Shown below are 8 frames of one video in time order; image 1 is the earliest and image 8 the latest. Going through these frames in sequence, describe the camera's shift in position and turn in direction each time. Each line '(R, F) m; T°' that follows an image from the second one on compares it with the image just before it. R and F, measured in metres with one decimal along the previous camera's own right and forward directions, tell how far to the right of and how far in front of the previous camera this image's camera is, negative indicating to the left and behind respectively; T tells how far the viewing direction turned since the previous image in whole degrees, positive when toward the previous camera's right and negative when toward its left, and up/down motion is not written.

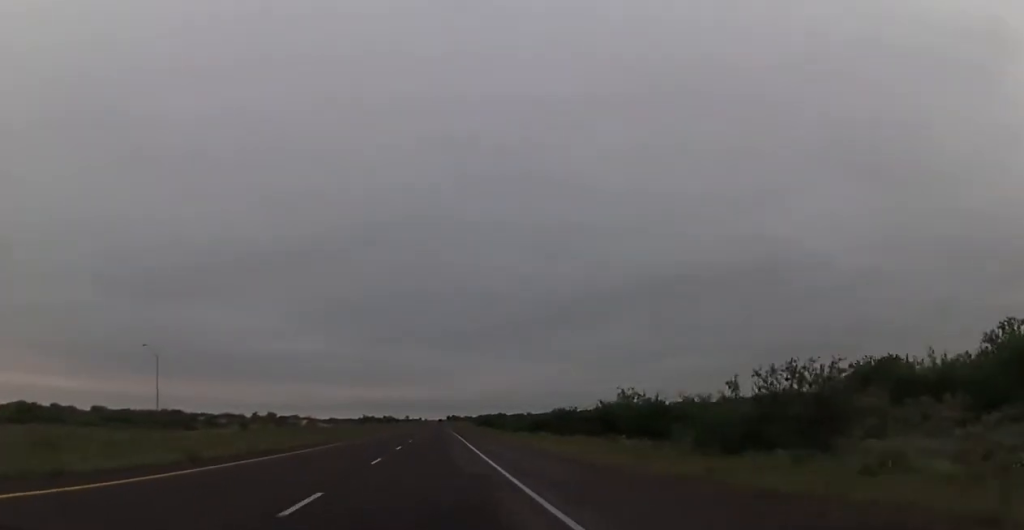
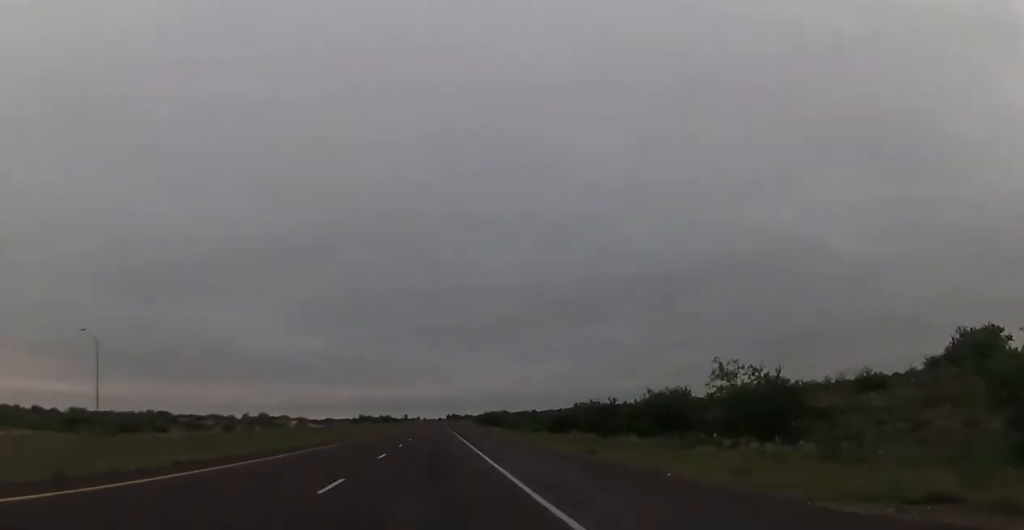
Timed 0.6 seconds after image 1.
(0.0, +21.1) m; 0°
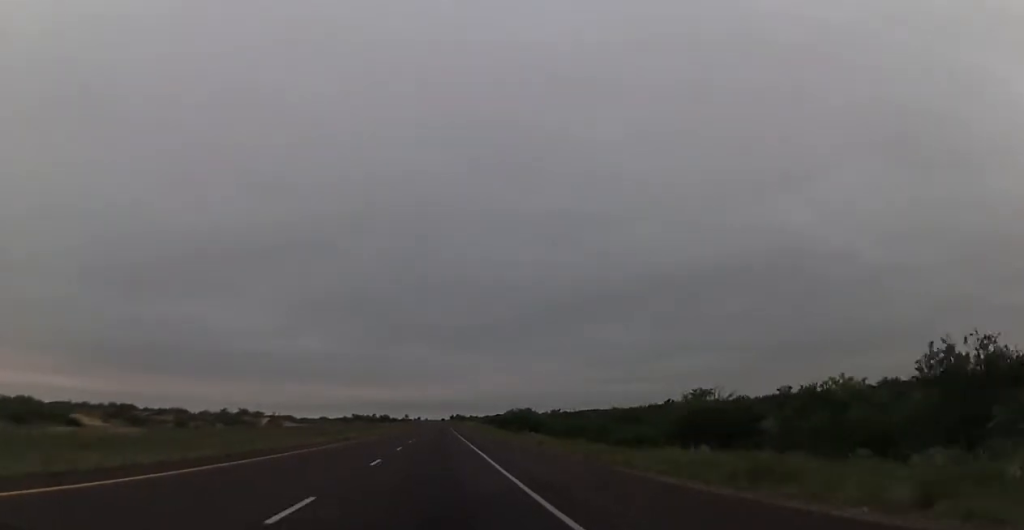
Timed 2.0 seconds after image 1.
(0.0, +52.2) m; 0°
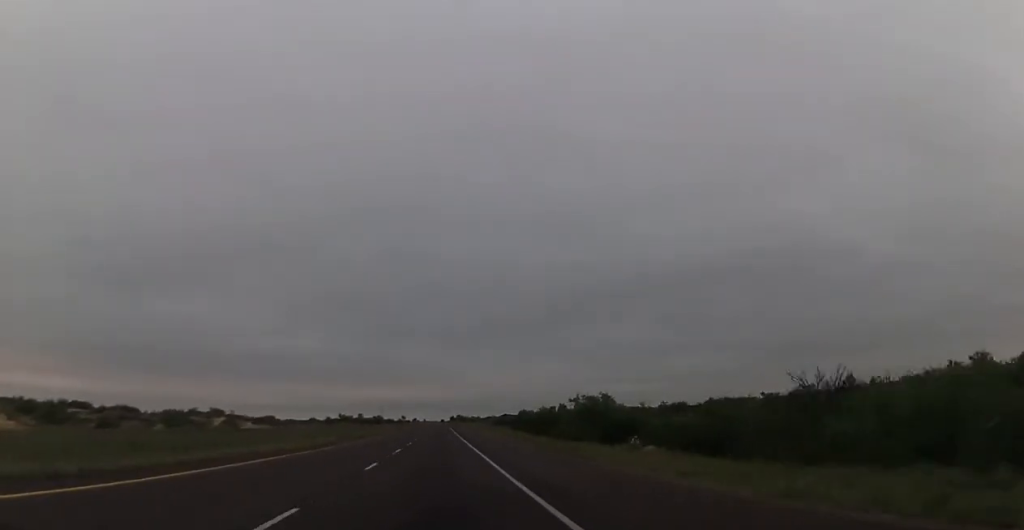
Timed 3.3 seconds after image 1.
(+0.2, +49.9) m; 0°
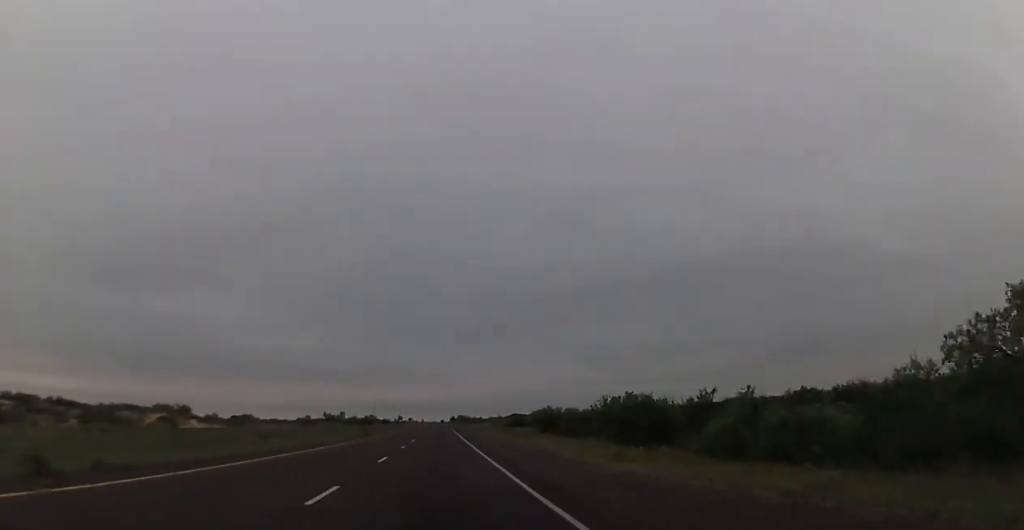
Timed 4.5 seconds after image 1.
(0.0, +44.8) m; 0°
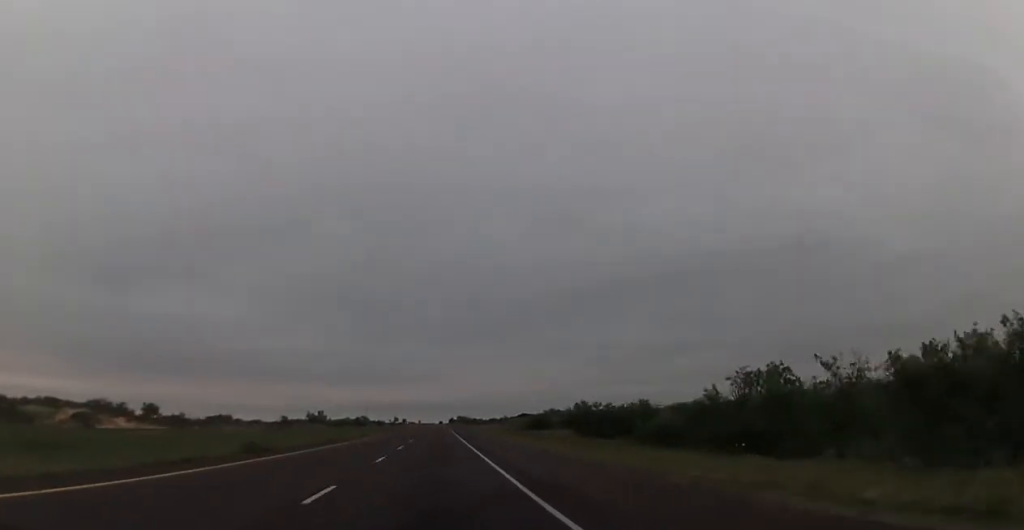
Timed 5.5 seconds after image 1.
(0.0, +36.1) m; 0°
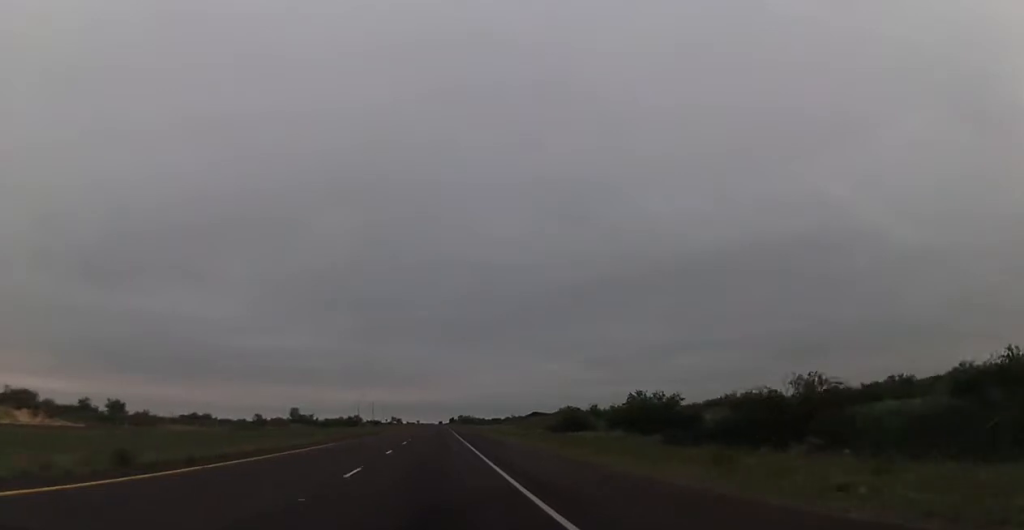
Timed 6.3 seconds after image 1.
(-0.1, +31.1) m; 0°
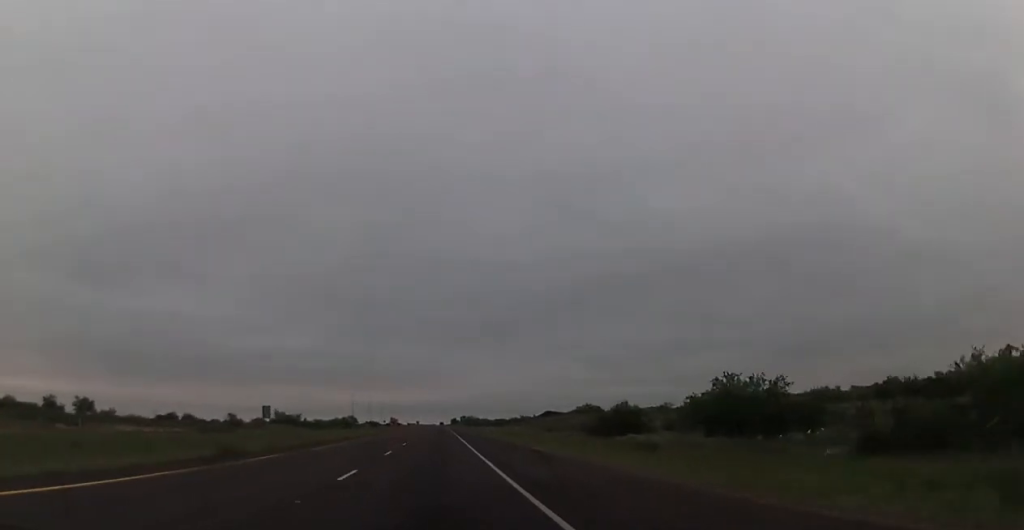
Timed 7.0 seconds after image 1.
(-0.1, +24.8) m; +1°
